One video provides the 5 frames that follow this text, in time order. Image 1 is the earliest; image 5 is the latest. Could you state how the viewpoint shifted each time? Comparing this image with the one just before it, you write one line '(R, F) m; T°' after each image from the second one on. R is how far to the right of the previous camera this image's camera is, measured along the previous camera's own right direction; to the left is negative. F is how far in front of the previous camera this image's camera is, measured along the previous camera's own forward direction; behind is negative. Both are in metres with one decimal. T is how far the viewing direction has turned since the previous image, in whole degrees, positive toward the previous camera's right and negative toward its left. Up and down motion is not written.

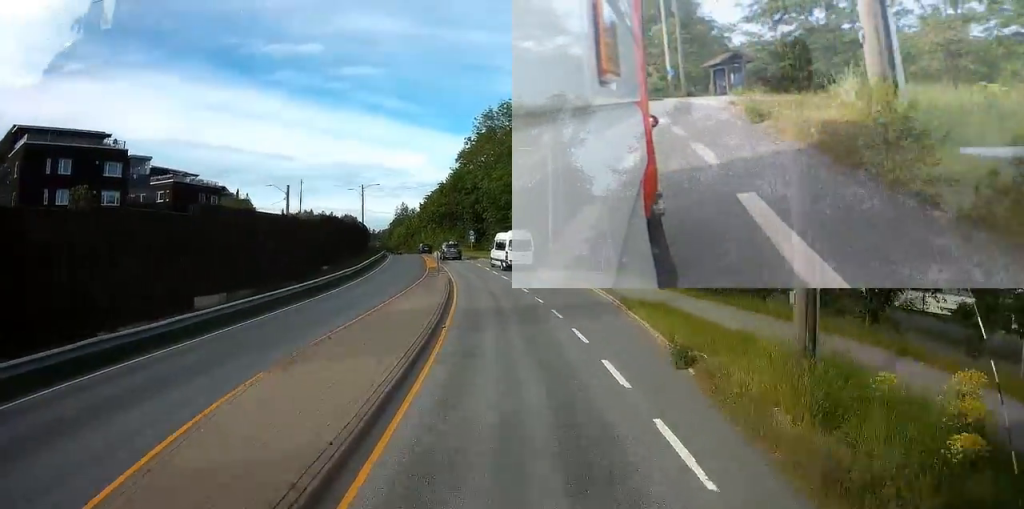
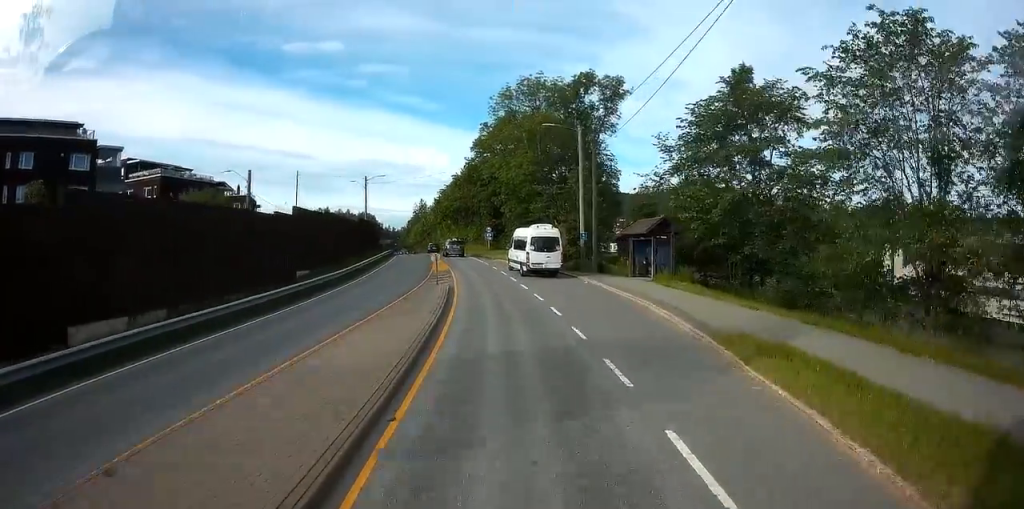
(-0.4, +8.3) m; -2°
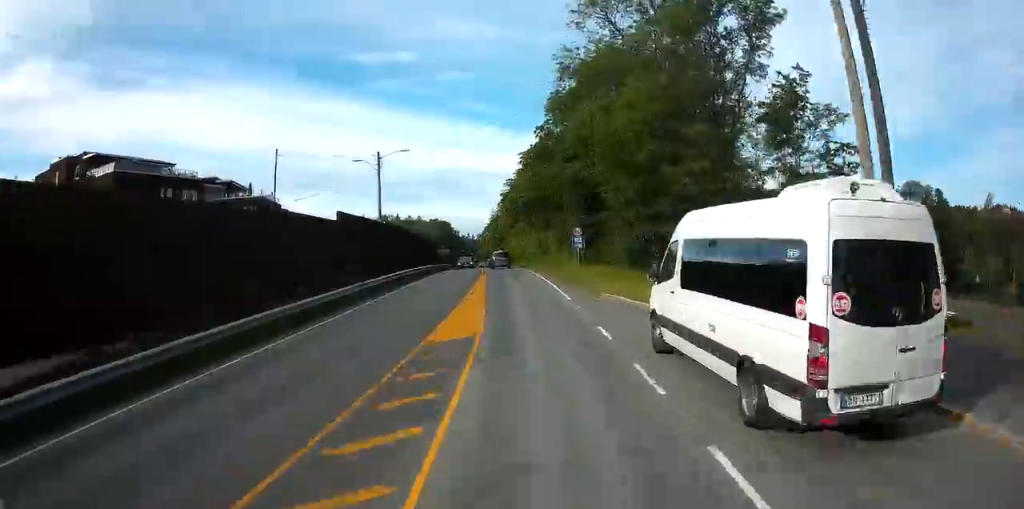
(-1.3, +24.4) m; -6°
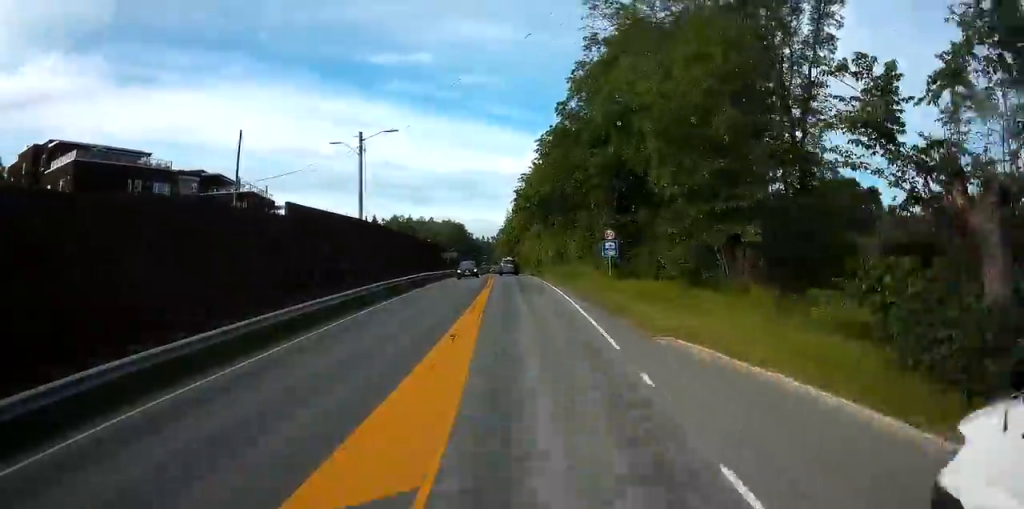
(-0.2, +8.3) m; -2°
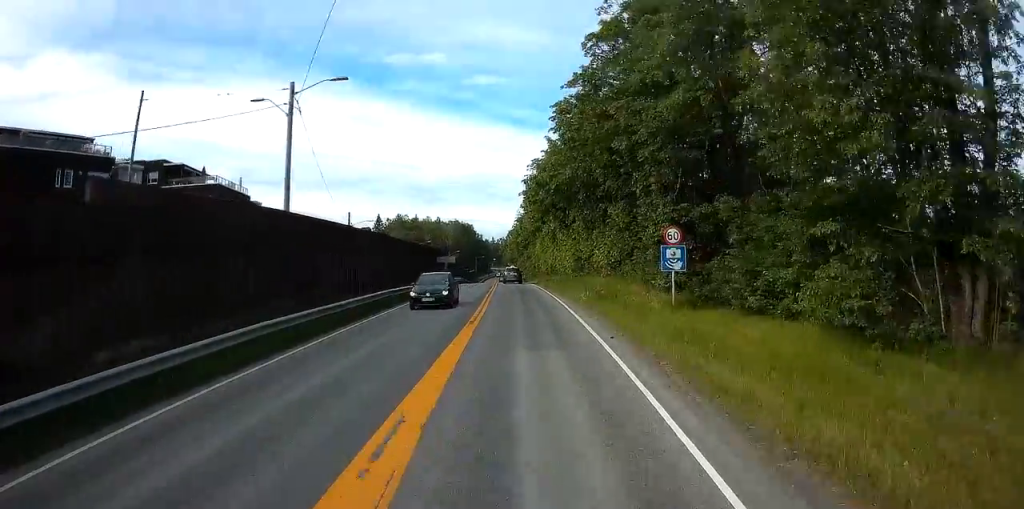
(-0.2, +11.6) m; -2°
